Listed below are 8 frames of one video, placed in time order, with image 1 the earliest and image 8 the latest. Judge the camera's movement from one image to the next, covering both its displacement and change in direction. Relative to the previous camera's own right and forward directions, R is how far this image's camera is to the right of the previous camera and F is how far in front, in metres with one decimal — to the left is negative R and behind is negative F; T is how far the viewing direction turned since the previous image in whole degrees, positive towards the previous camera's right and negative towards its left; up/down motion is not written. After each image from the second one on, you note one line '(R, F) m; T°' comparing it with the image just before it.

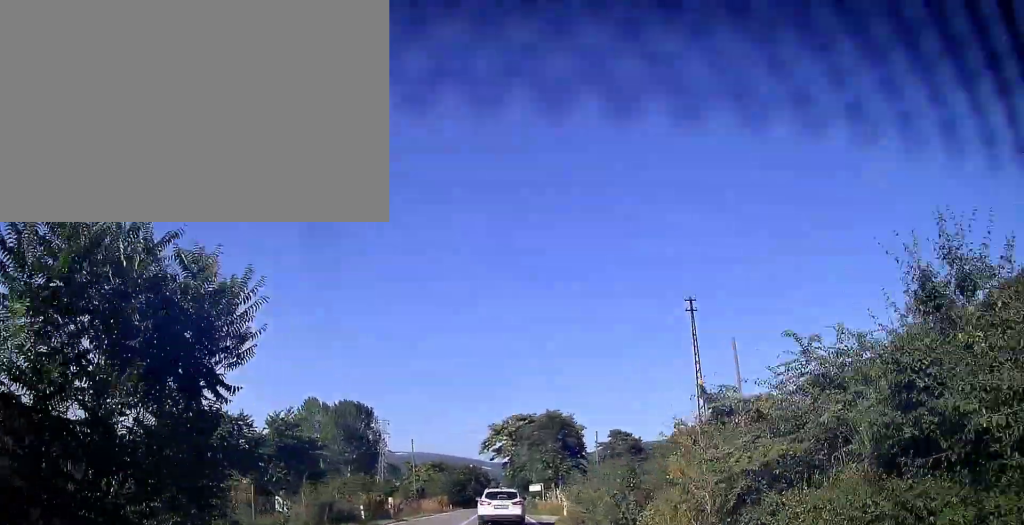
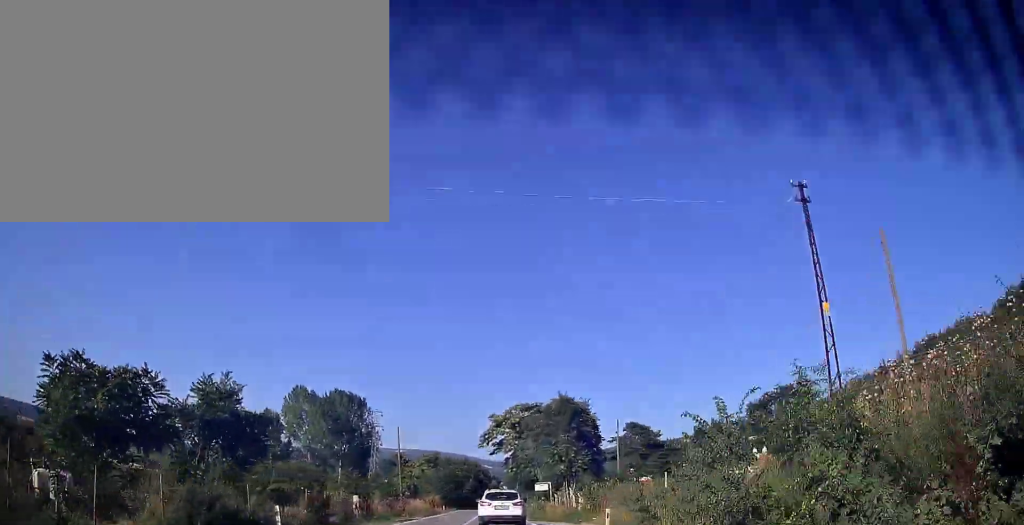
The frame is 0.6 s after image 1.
(-0.1, +9.4) m; 0°
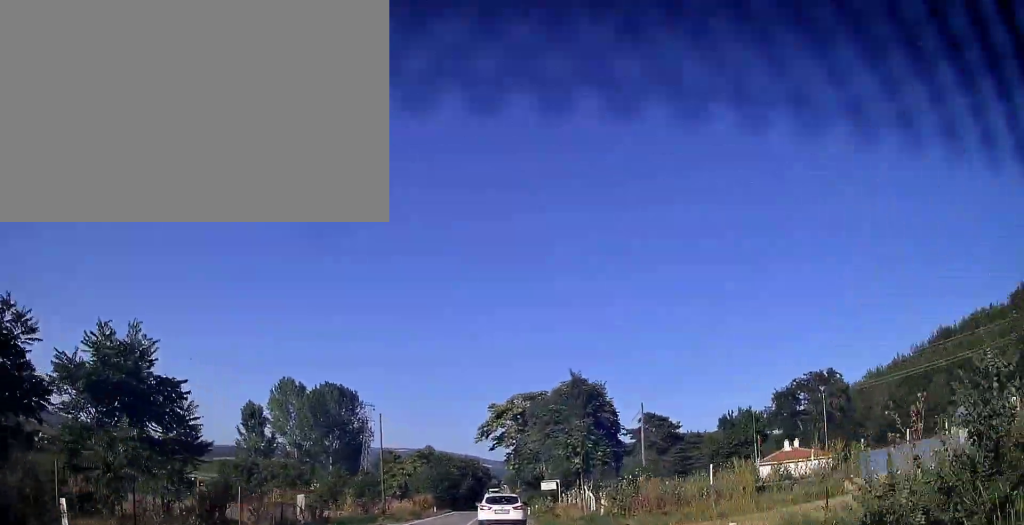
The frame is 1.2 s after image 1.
(+0.2, +9.0) m; 0°
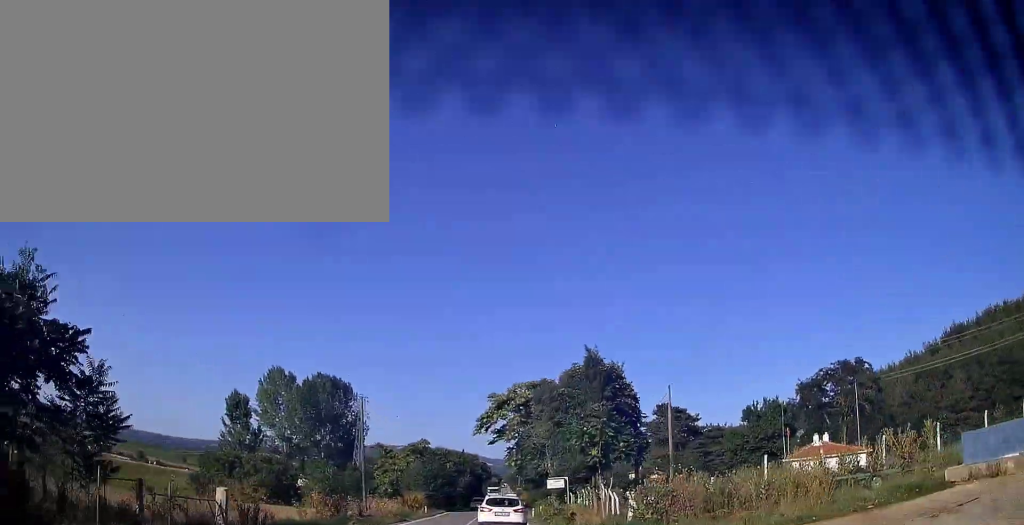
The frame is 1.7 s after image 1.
(0.0, +6.6) m; 0°
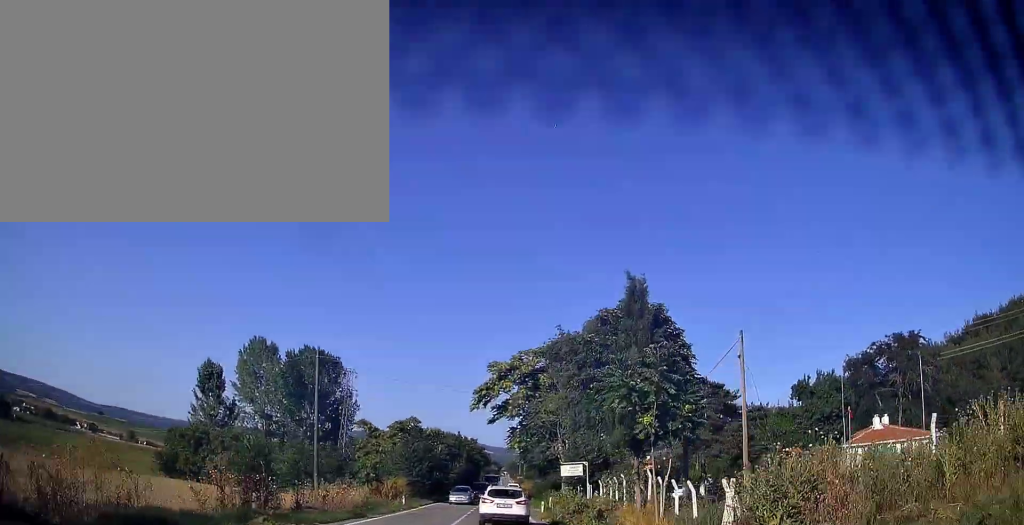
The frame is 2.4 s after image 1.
(-0.1, +10.7) m; 0°
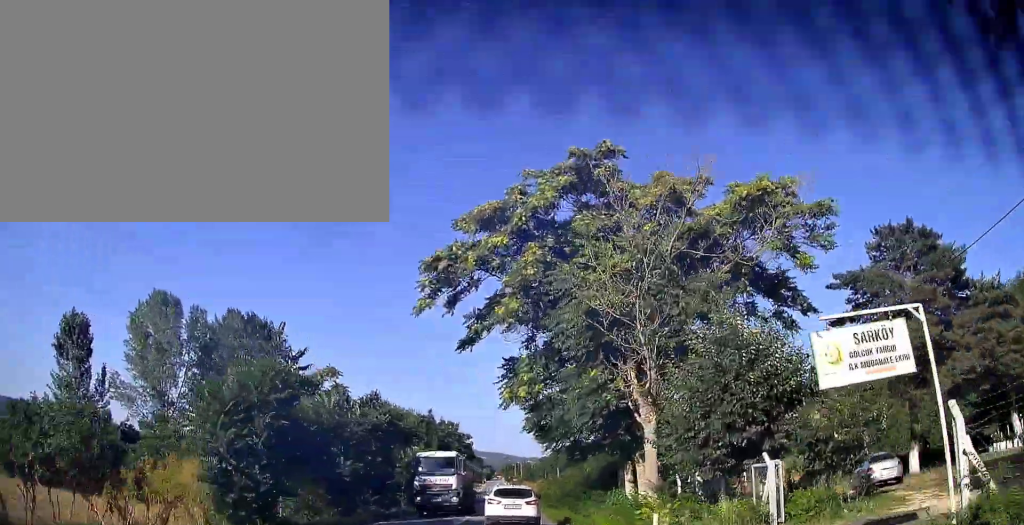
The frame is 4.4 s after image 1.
(0.0, +31.0) m; 0°
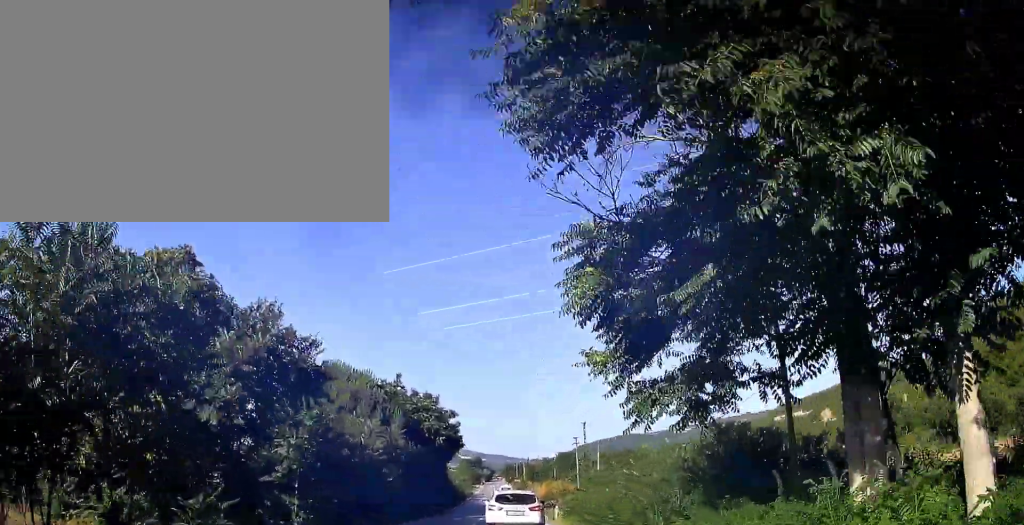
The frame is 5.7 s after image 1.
(+0.1, +19.8) m; +1°
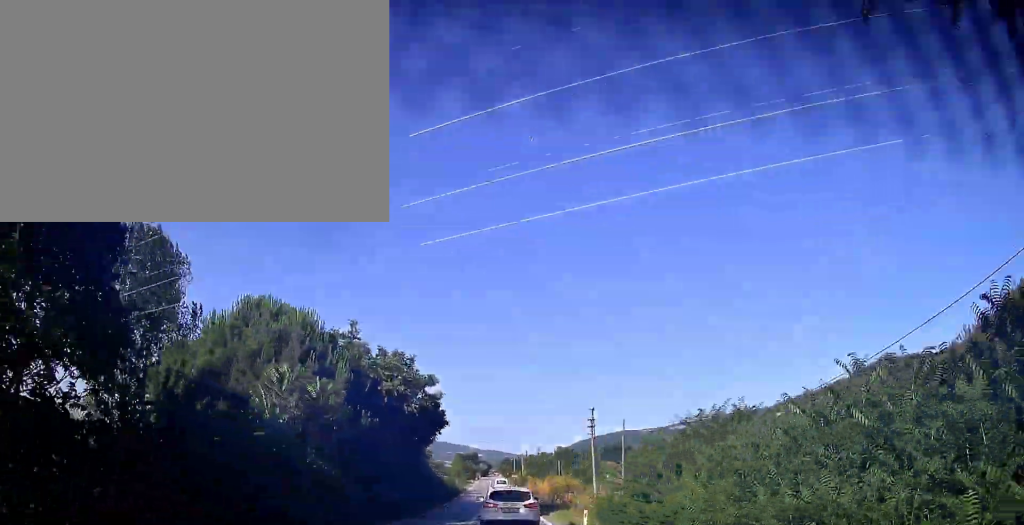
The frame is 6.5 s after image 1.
(+0.1, +12.1) m; 0°
